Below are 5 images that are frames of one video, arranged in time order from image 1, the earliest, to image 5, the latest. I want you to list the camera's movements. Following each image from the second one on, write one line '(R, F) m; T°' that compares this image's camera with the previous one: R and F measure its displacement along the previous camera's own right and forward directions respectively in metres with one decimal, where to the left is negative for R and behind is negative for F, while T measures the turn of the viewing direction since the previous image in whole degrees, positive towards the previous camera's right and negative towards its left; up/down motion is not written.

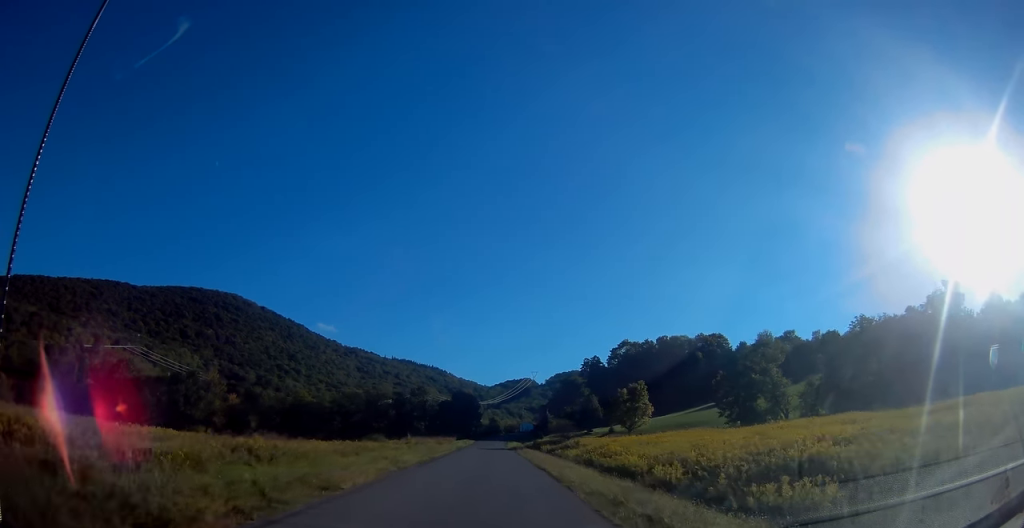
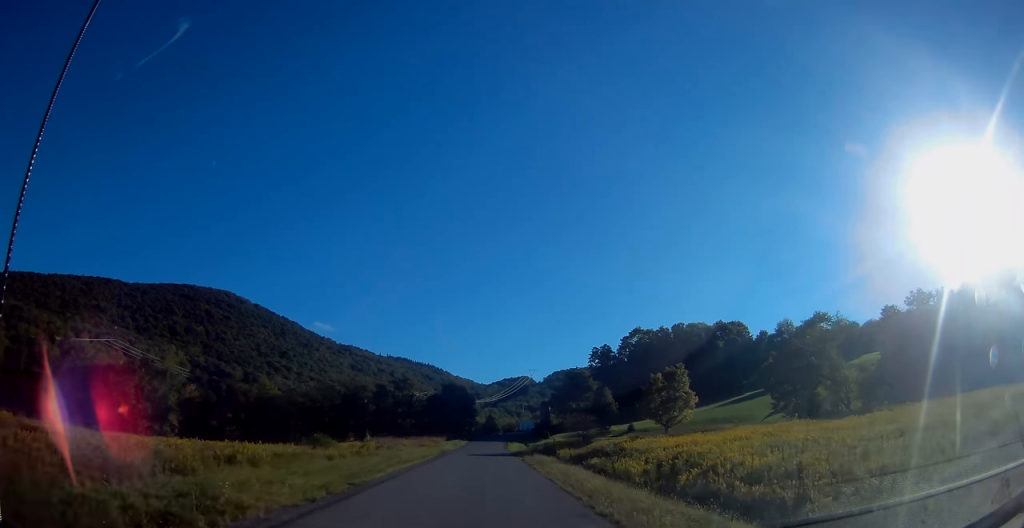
(+0.2, +22.0) m; +1°
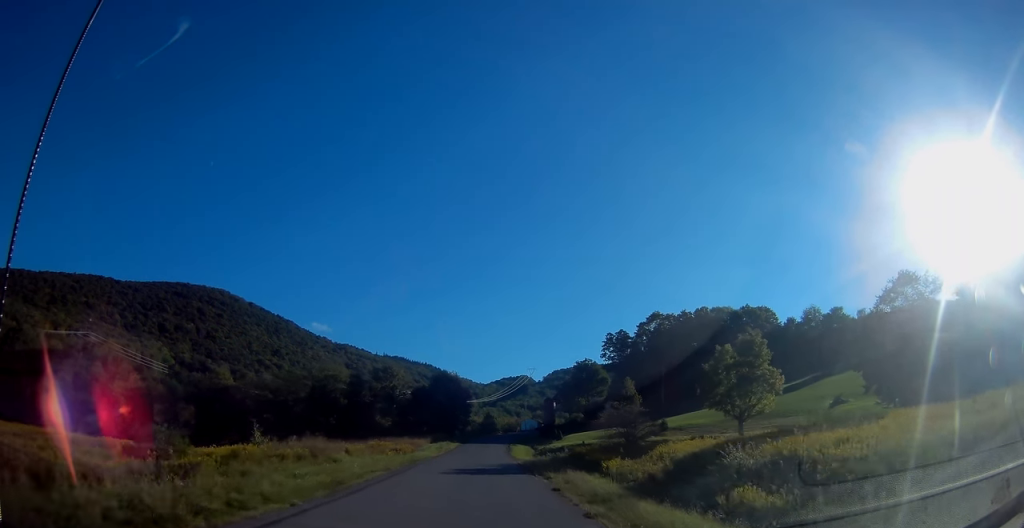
(-0.1, +23.7) m; -1°
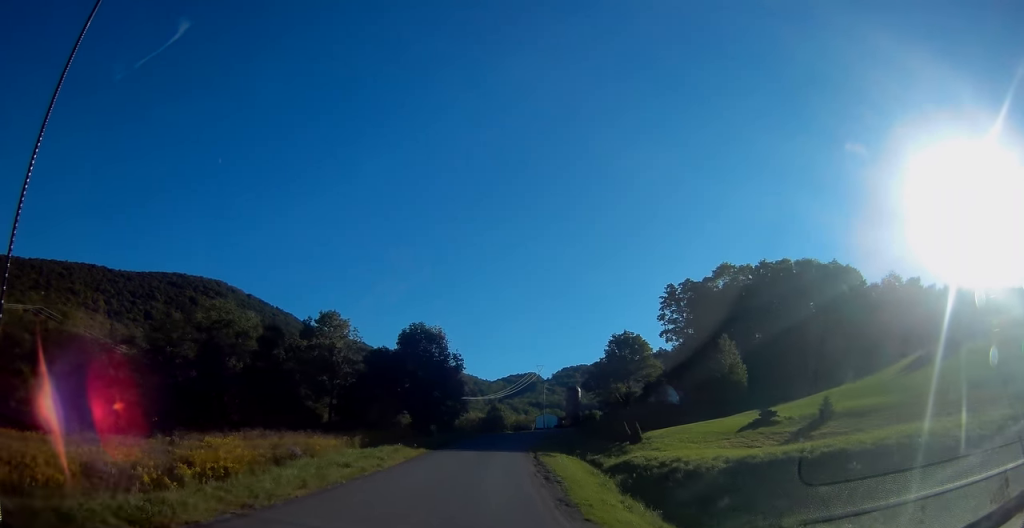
(+0.8, +47.2) m; +2°
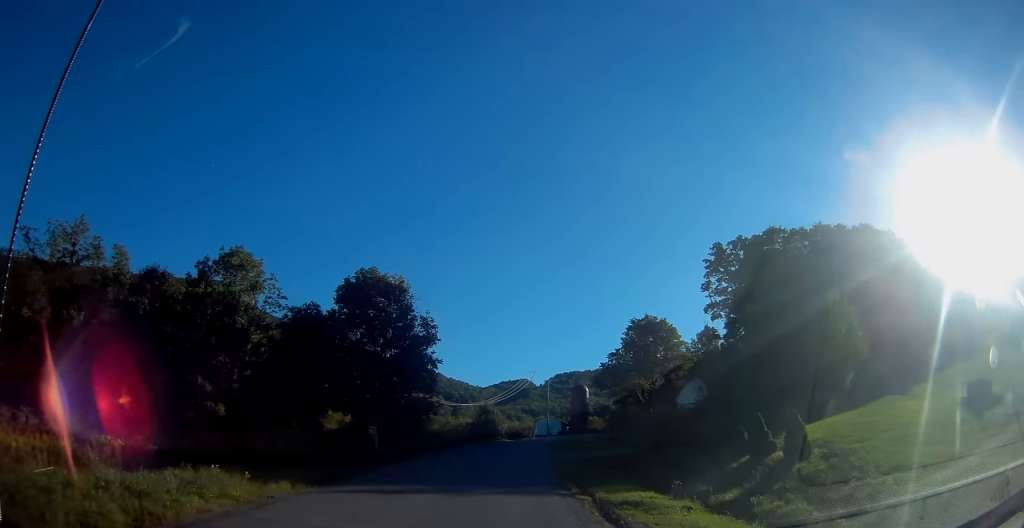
(0.0, +24.9) m; 0°
